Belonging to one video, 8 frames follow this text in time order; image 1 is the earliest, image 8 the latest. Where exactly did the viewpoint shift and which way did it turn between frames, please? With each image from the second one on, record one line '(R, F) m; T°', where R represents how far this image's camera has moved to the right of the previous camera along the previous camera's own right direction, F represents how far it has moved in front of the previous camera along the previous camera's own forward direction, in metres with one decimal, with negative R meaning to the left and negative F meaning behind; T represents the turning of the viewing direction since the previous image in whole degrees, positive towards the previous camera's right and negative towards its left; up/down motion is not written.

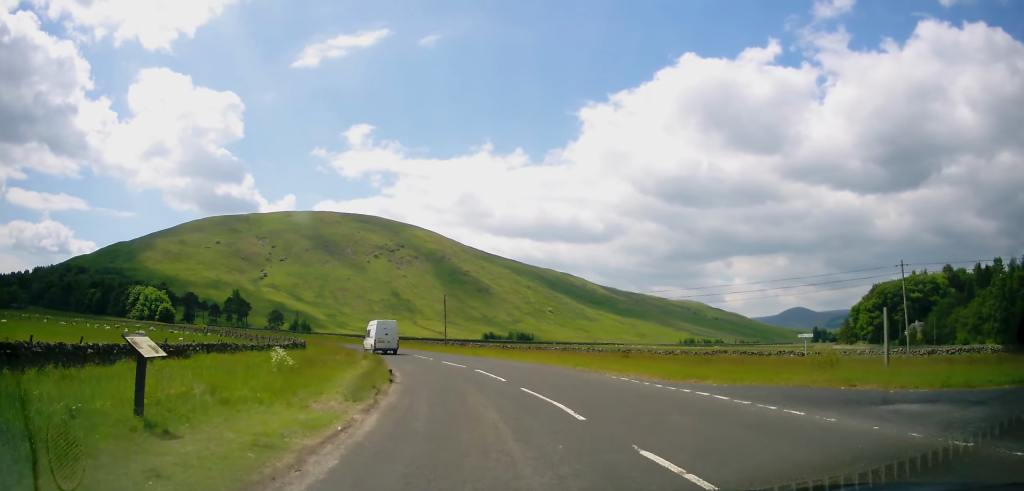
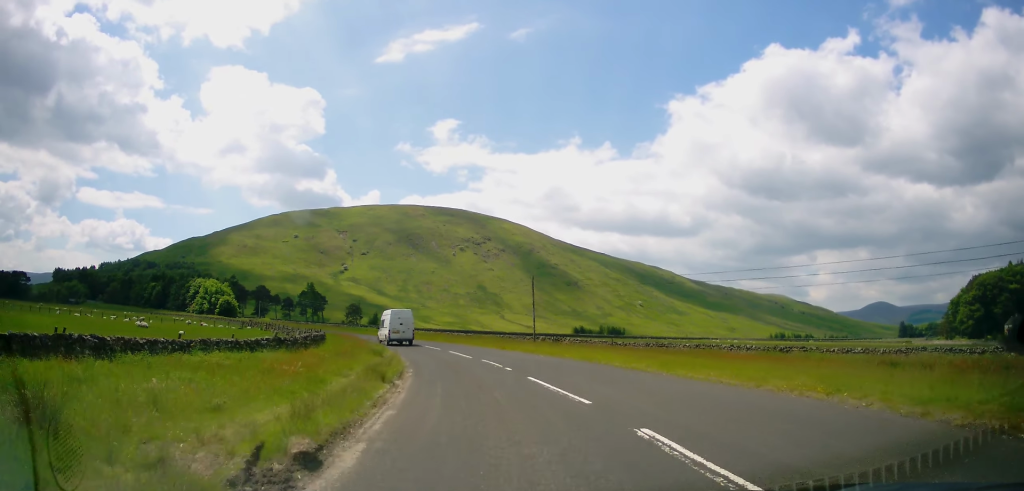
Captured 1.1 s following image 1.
(-1.1, +16.8) m; -6°
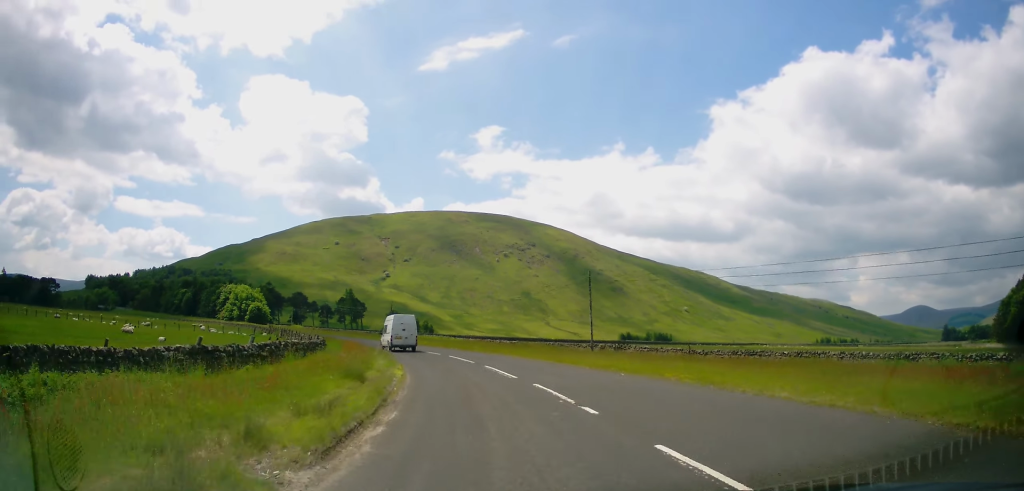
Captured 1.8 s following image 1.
(-0.3, +9.6) m; -3°
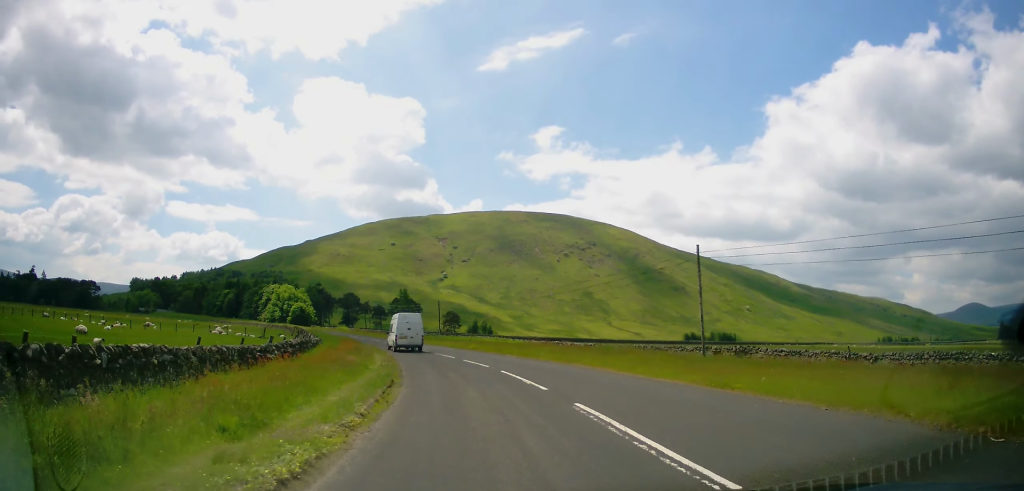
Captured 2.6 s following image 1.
(-0.6, +13.3) m; -6°
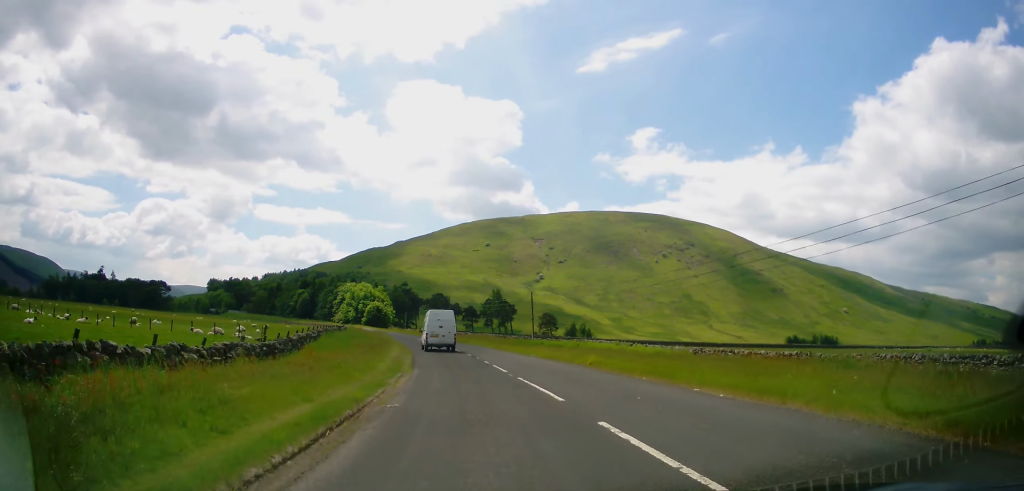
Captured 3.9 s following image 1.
(-1.5, +19.7) m; -9°
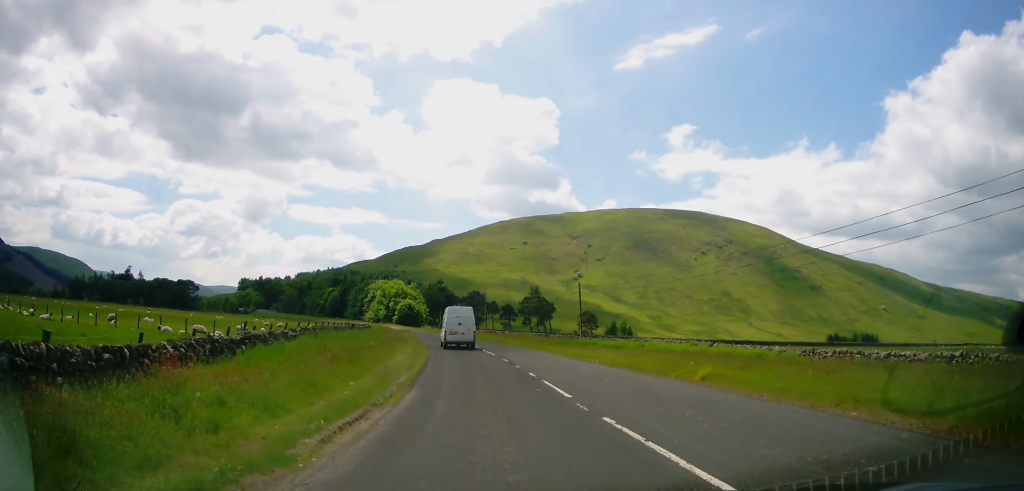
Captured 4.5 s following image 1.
(-0.3, +8.8) m; -3°
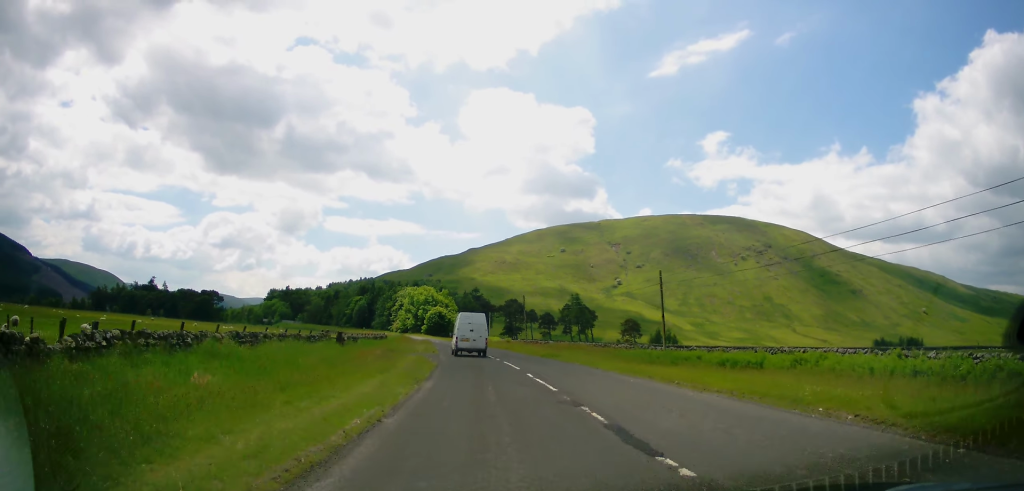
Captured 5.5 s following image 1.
(-0.7, +15.5) m; -5°
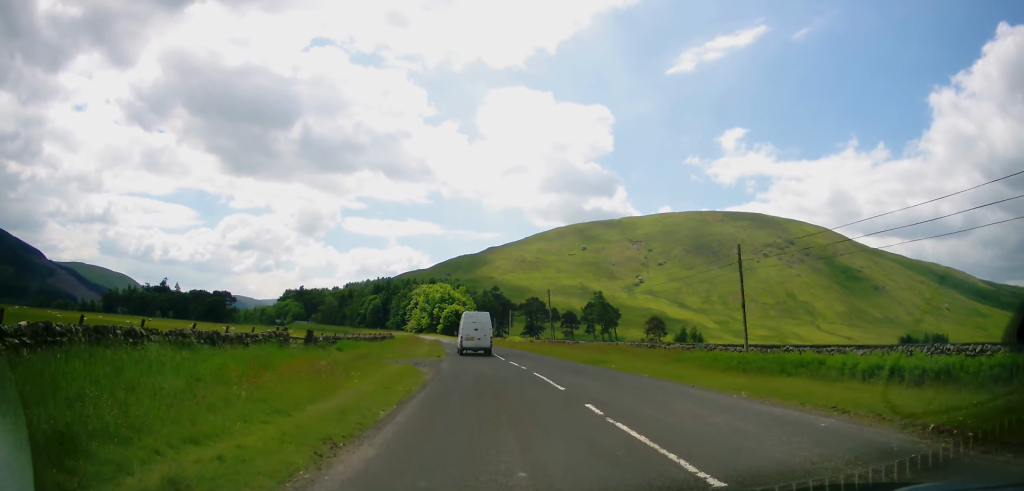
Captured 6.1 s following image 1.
(-0.1, +9.7) m; -3°
